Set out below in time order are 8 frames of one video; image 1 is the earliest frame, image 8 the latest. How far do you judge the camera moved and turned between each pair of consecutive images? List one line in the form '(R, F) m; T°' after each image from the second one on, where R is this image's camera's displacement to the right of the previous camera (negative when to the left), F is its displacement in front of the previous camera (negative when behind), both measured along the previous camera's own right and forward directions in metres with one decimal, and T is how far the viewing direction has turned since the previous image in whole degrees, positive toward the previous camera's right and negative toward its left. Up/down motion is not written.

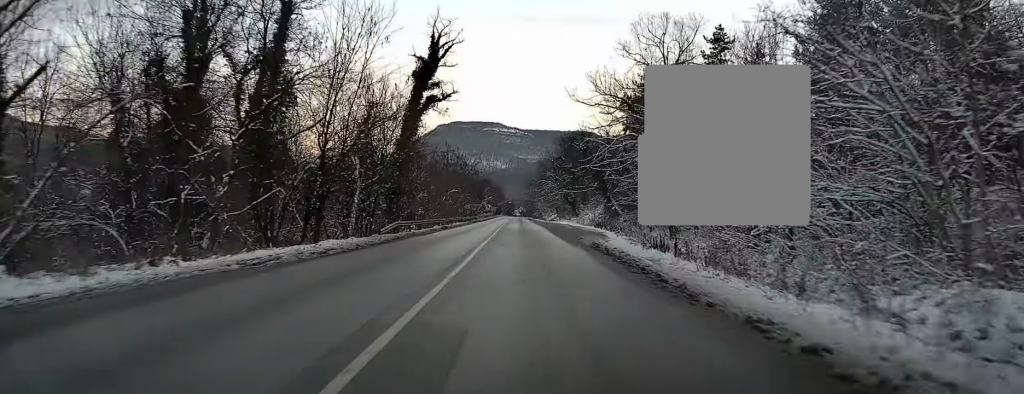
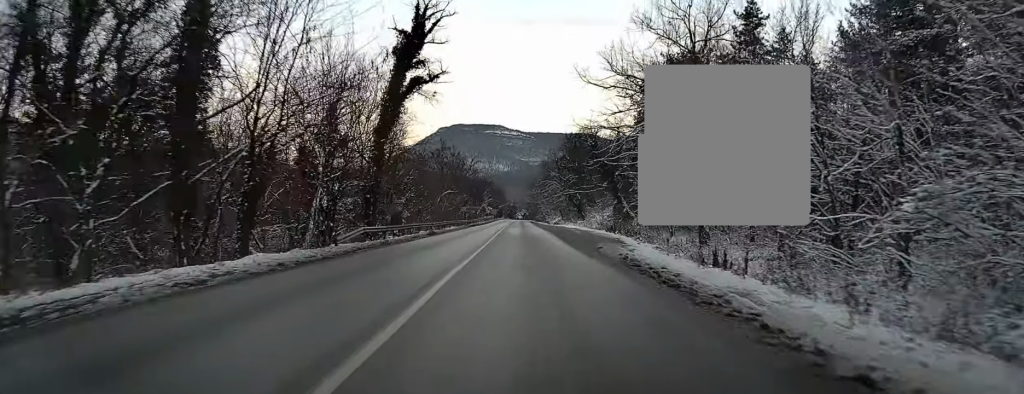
(+0.1, +7.9) m; 0°
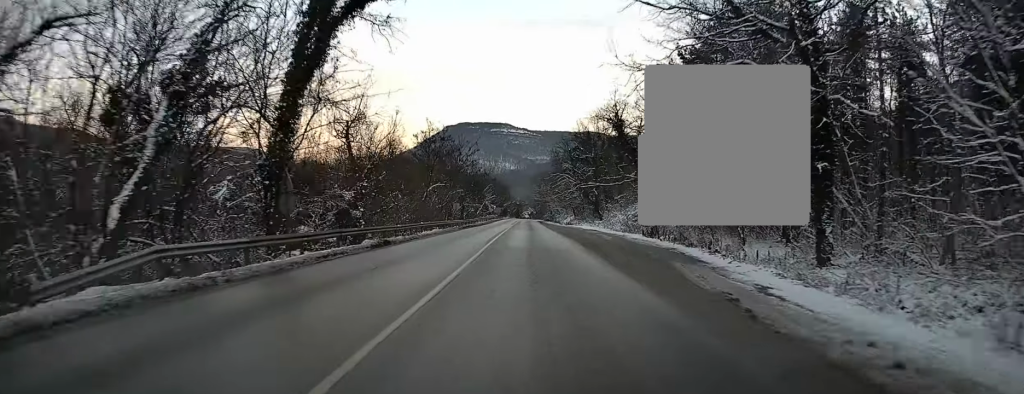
(0.0, +16.7) m; 0°
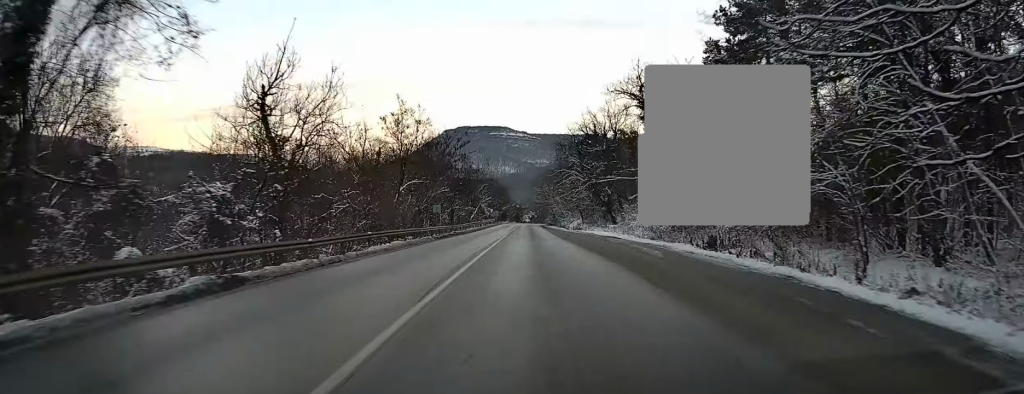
(-0.1, +14.5) m; -1°
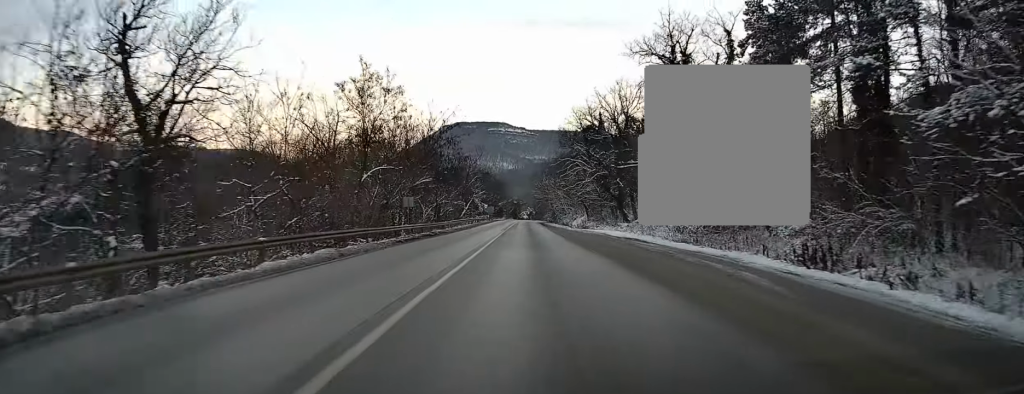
(0.0, +11.4) m; -1°
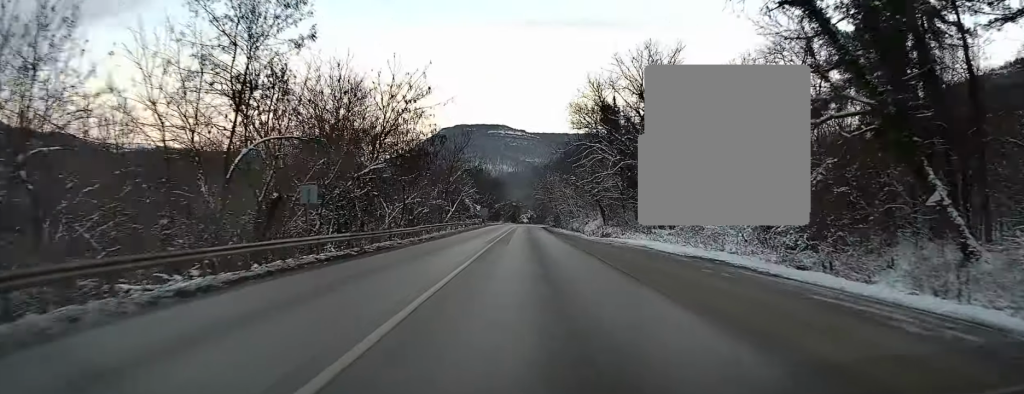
(-0.2, +17.9) m; 0°
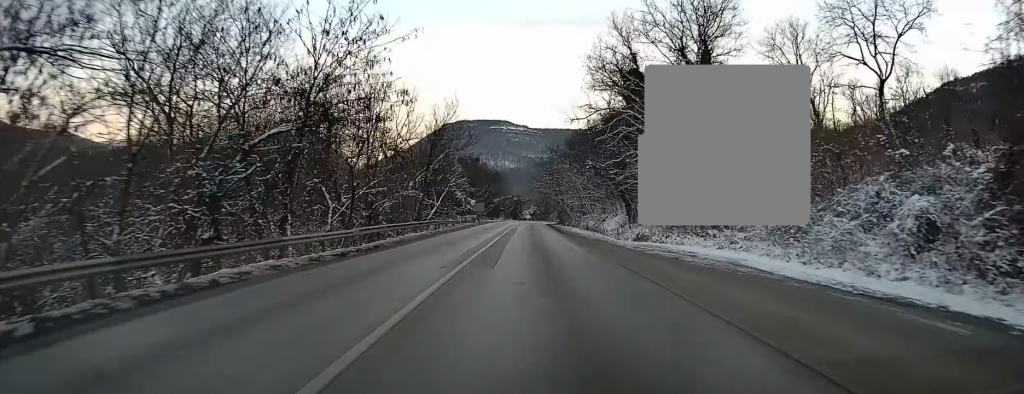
(+0.2, +14.9) m; 0°
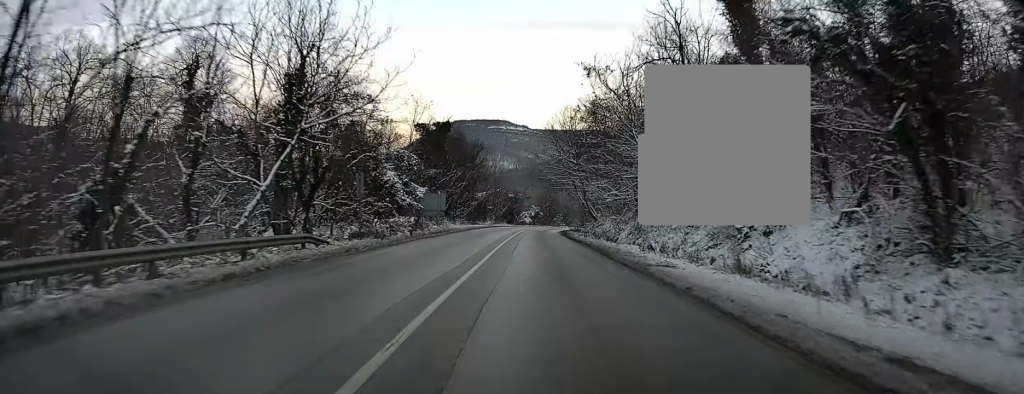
(0.0, +41.8) m; 0°
